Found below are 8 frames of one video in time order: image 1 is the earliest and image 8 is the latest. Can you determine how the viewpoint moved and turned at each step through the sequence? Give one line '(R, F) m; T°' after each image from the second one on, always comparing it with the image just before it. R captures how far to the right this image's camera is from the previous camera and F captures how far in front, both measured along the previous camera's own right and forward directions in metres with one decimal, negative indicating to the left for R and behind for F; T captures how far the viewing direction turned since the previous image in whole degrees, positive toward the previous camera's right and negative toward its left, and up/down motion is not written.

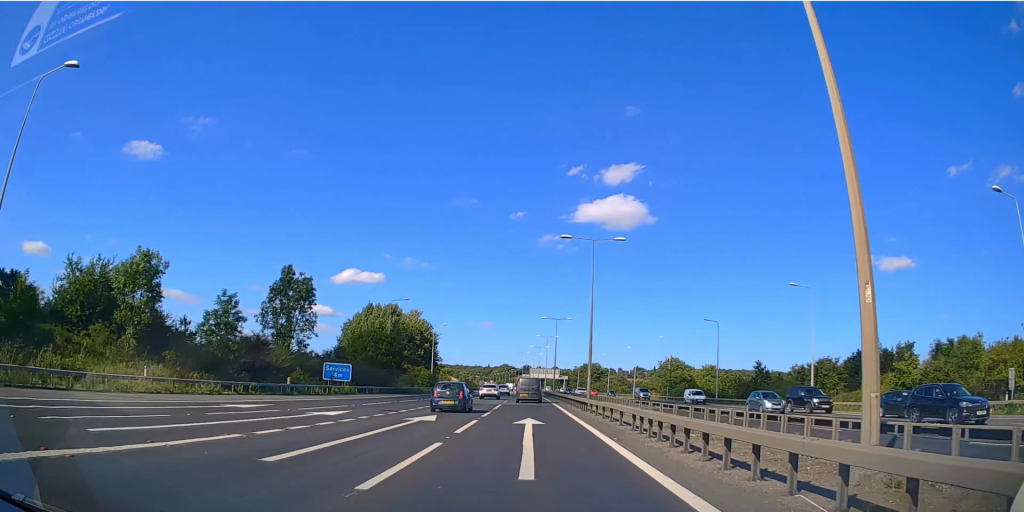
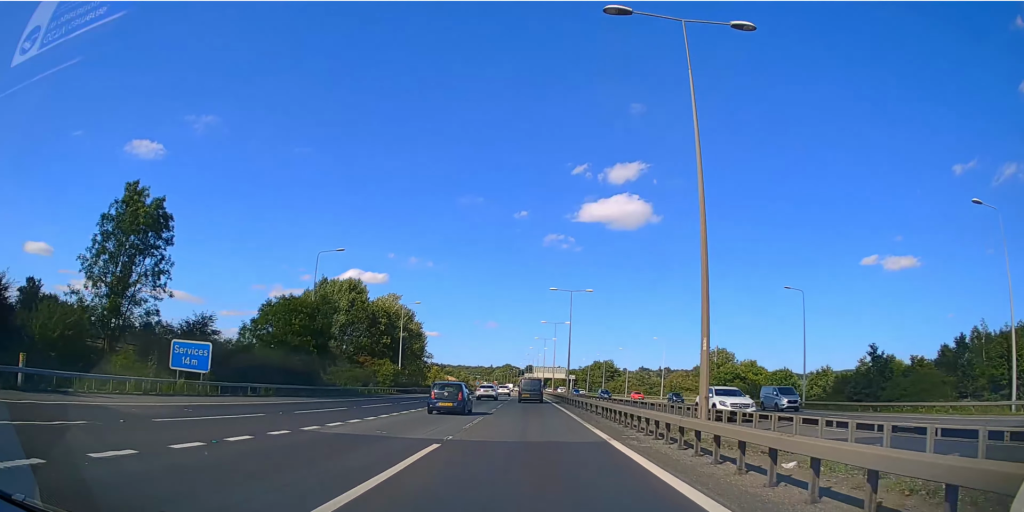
(+0.1, +28.5) m; 0°
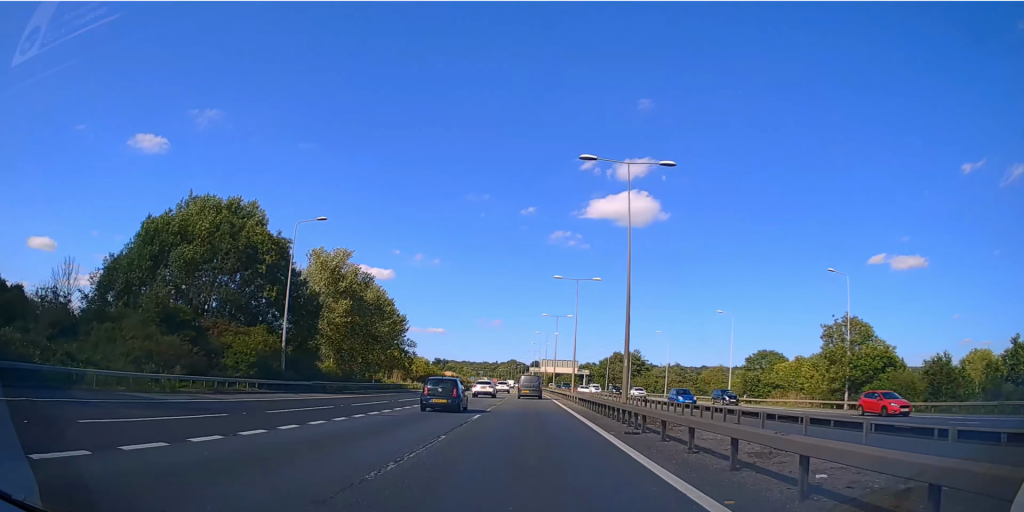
(-0.3, +39.7) m; -1°
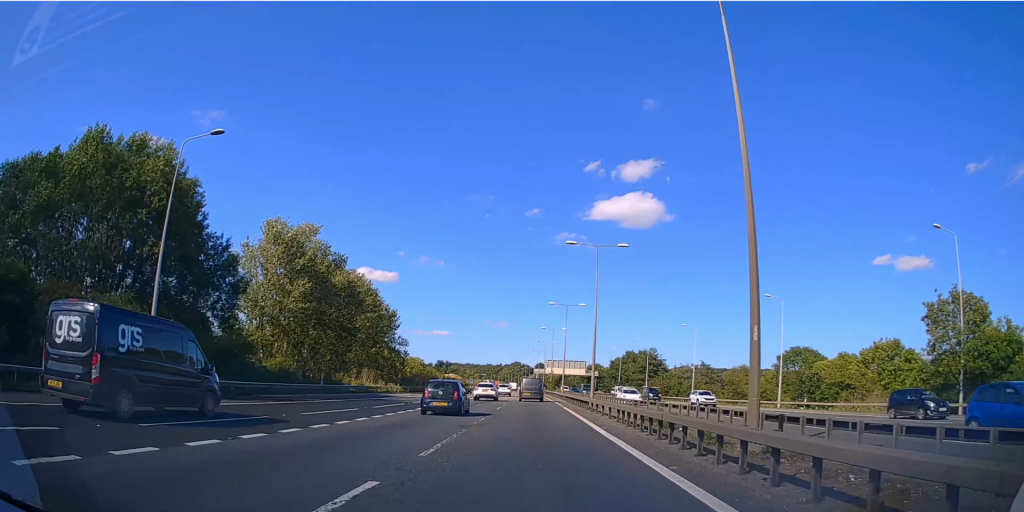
(0.0, +16.3) m; 0°
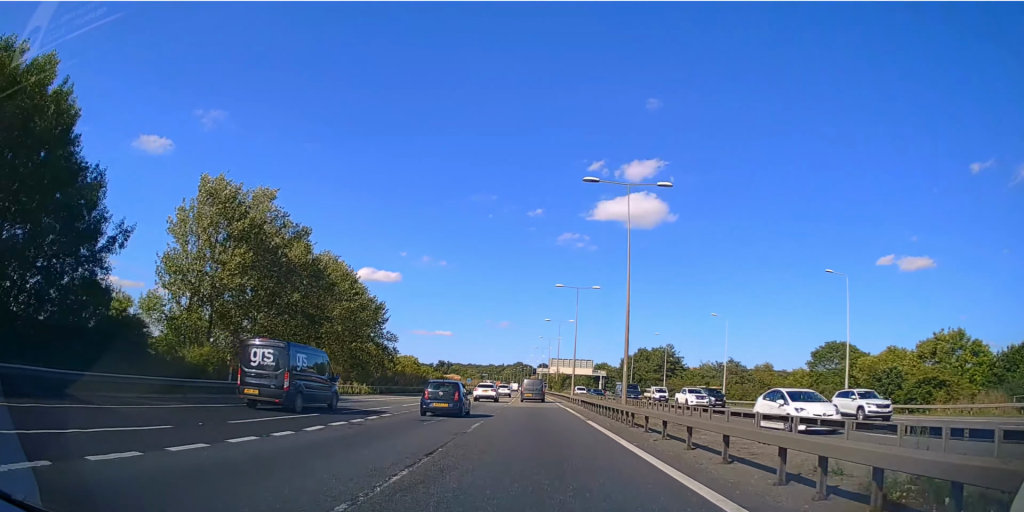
(-0.1, +15.9) m; 0°
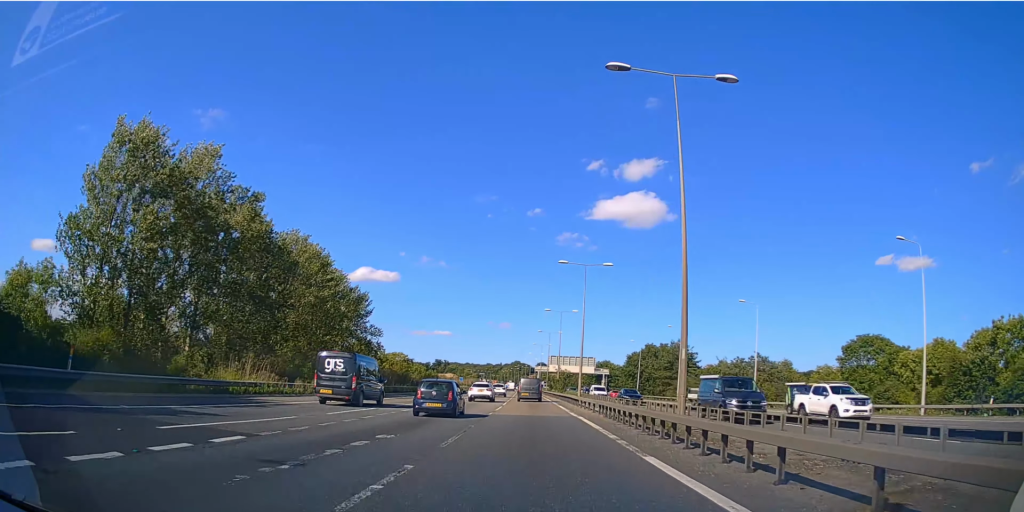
(-0.1, +13.3) m; 0°
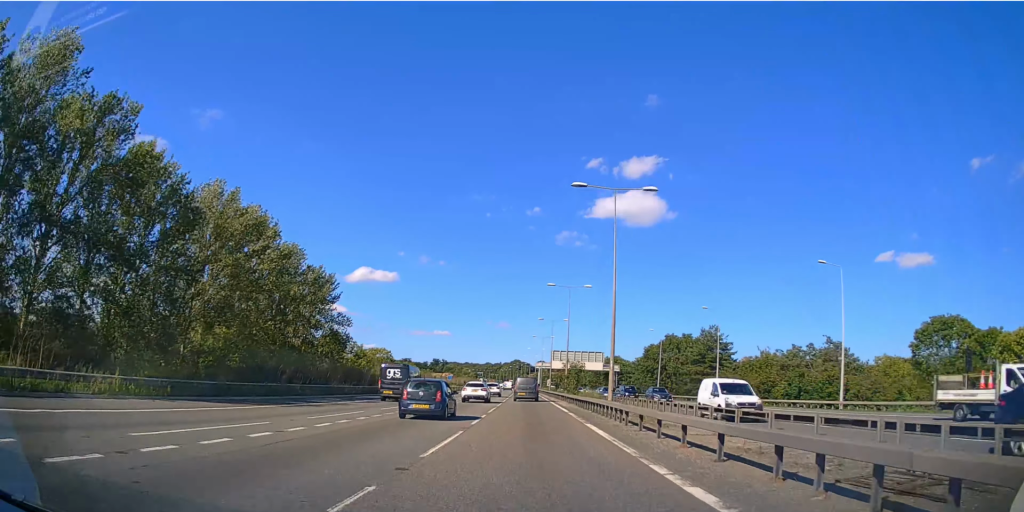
(+0.1, +23.8) m; 0°
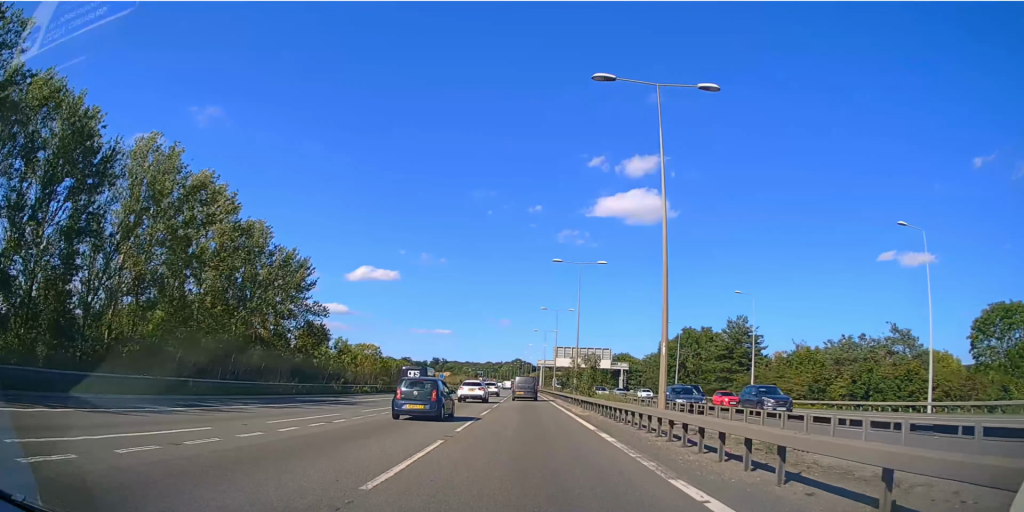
(-0.1, +12.6) m; 0°
